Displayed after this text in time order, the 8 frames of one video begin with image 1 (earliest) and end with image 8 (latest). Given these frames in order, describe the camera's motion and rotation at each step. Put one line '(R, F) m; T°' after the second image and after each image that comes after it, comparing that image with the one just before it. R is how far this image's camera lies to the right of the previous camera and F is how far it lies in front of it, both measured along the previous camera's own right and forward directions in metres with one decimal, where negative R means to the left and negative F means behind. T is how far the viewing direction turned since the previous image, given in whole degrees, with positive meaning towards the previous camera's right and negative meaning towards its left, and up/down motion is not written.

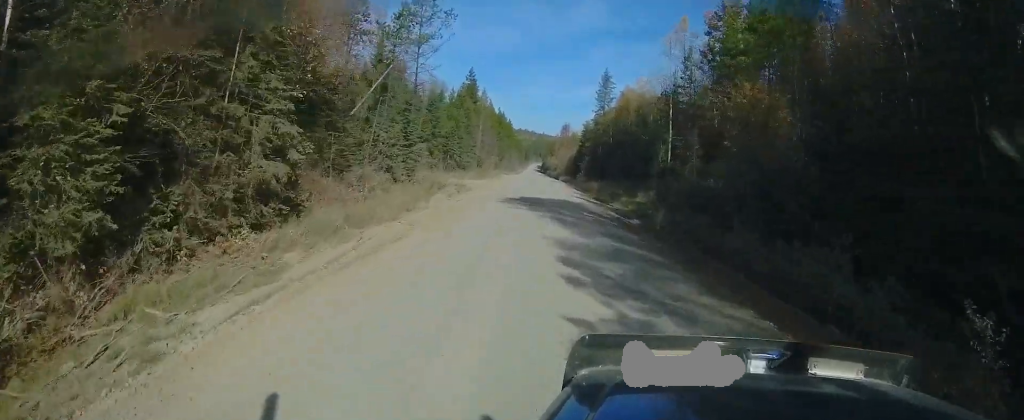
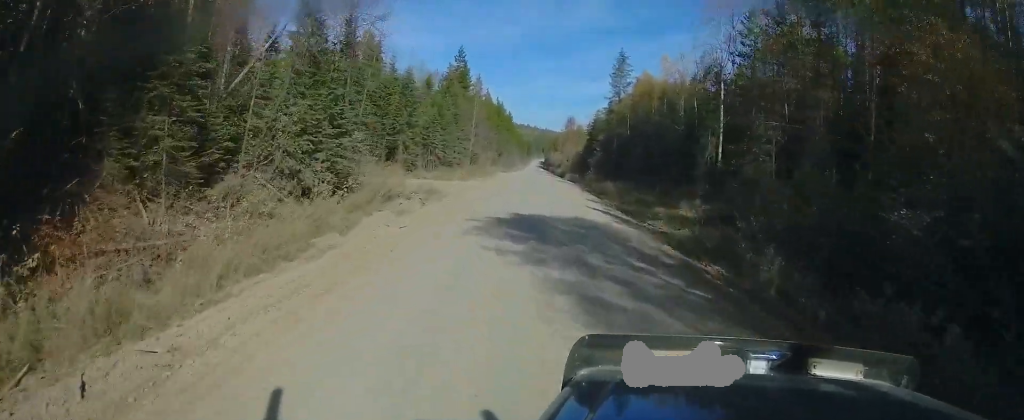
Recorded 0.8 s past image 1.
(+0.1, +14.7) m; 0°
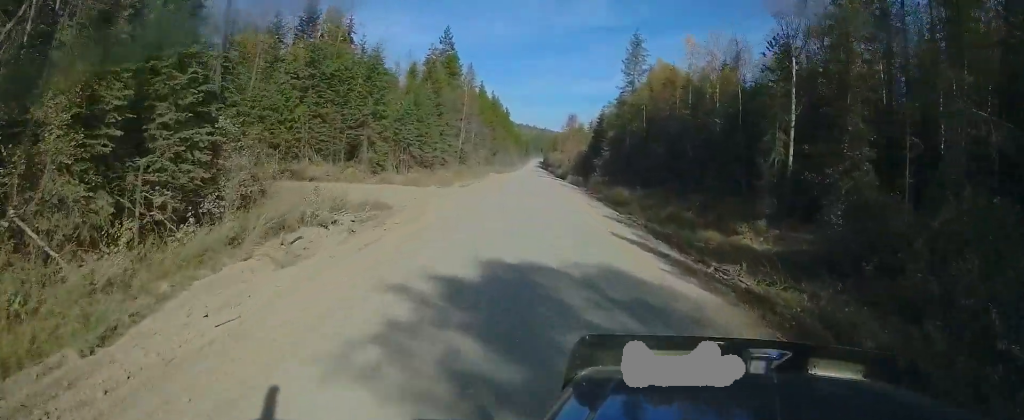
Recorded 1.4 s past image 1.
(0.0, +11.7) m; -1°
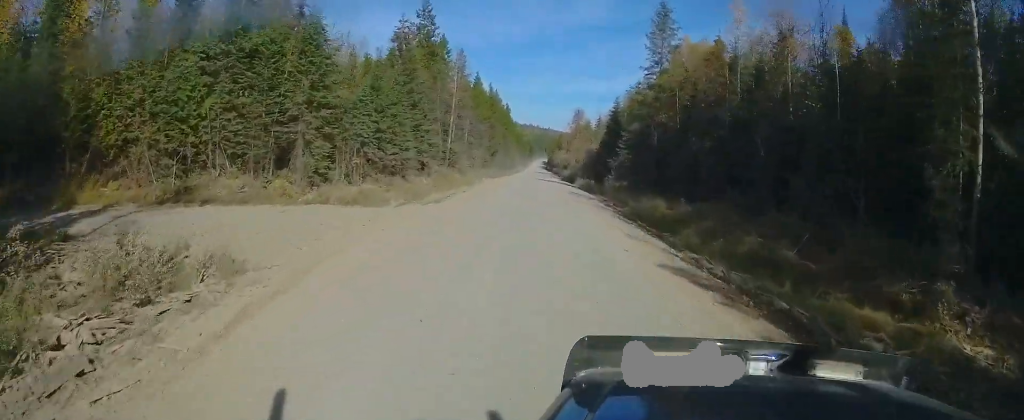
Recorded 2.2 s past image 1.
(-0.2, +13.5) m; -1°
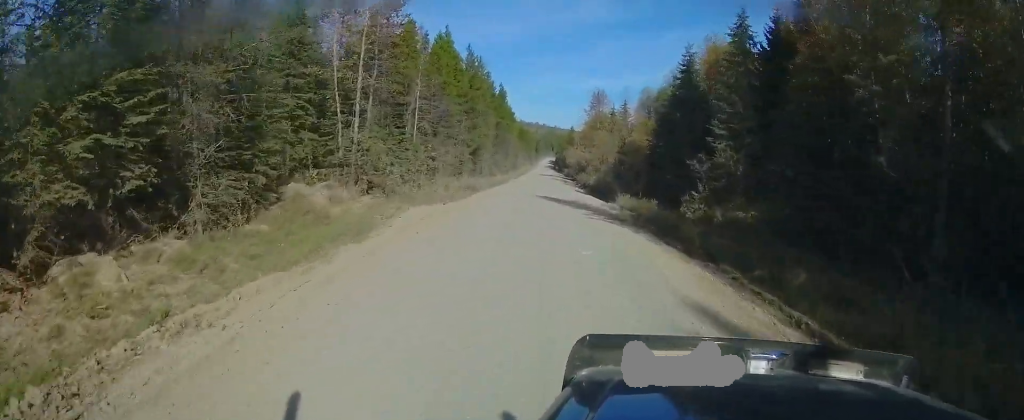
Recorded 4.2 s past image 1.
(+0.3, +38.0) m; 0°
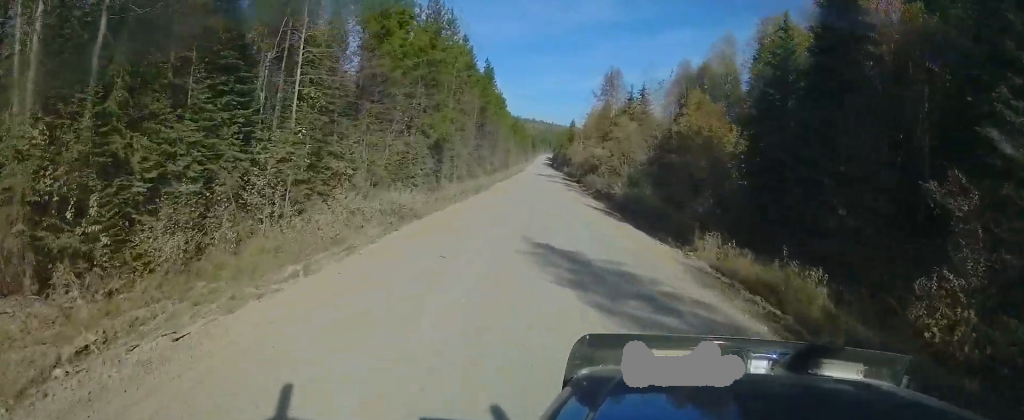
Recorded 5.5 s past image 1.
(-0.3, +24.4) m; 0°
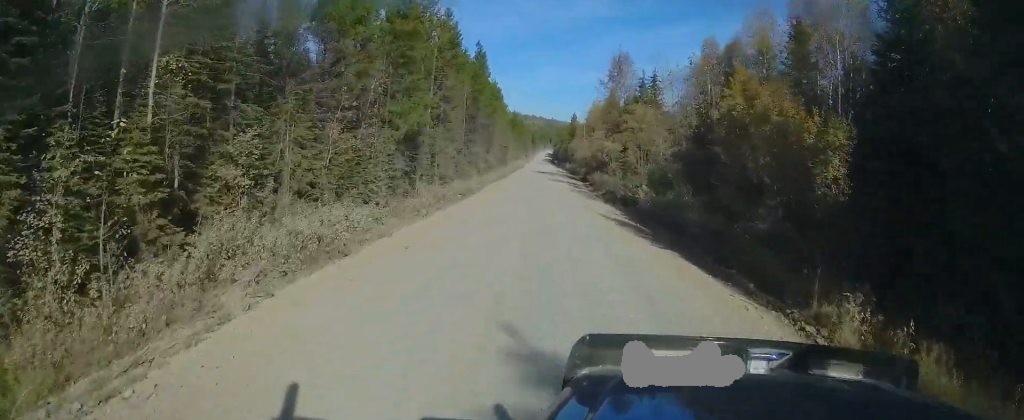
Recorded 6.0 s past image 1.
(+0.2, +10.4) m; +1°
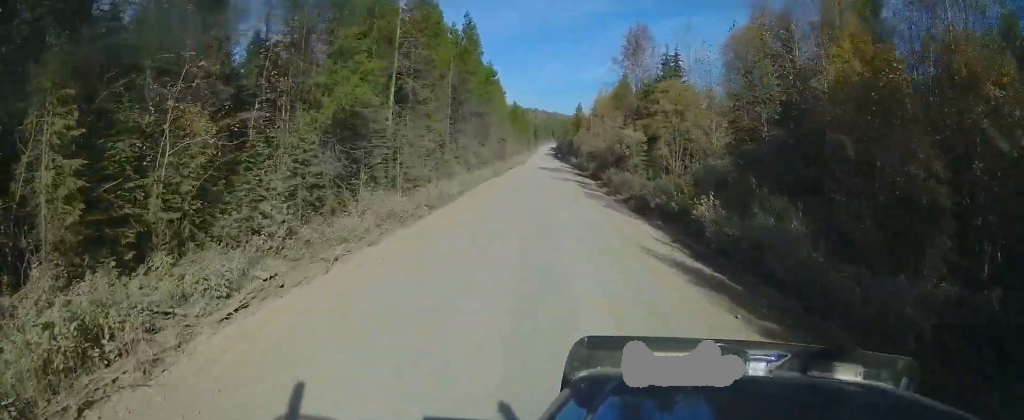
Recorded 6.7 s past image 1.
(+0.1, +13.0) m; 0°
